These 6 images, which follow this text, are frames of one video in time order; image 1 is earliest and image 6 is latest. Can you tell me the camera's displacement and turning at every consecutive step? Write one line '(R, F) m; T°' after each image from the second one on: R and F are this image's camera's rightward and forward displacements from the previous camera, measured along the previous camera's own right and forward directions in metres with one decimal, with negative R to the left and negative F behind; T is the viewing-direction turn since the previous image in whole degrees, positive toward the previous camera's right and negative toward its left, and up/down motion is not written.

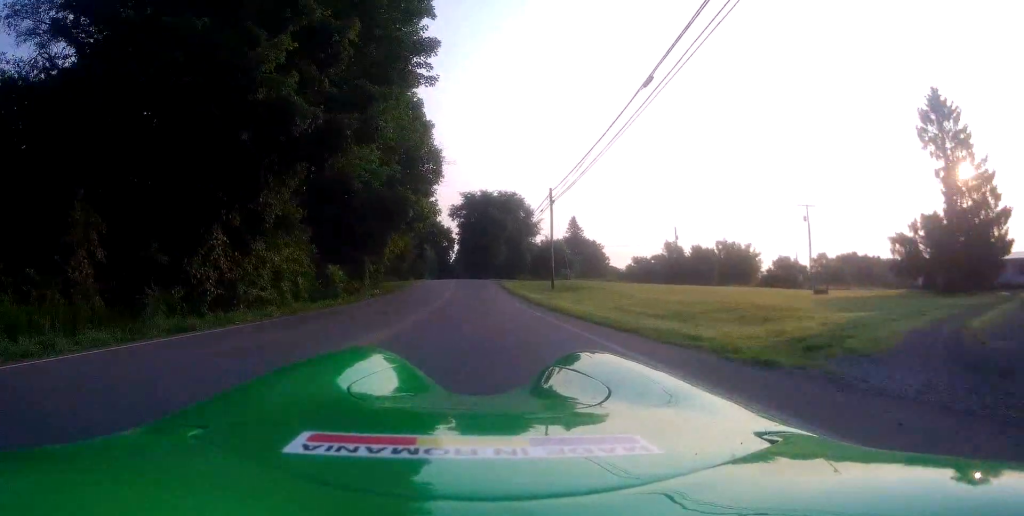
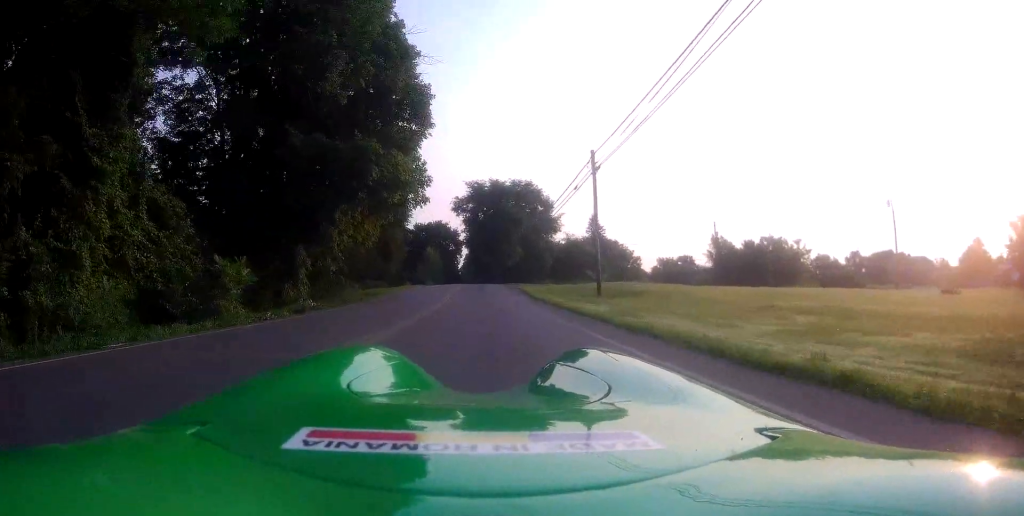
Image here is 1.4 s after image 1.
(0.0, +14.9) m; -1°
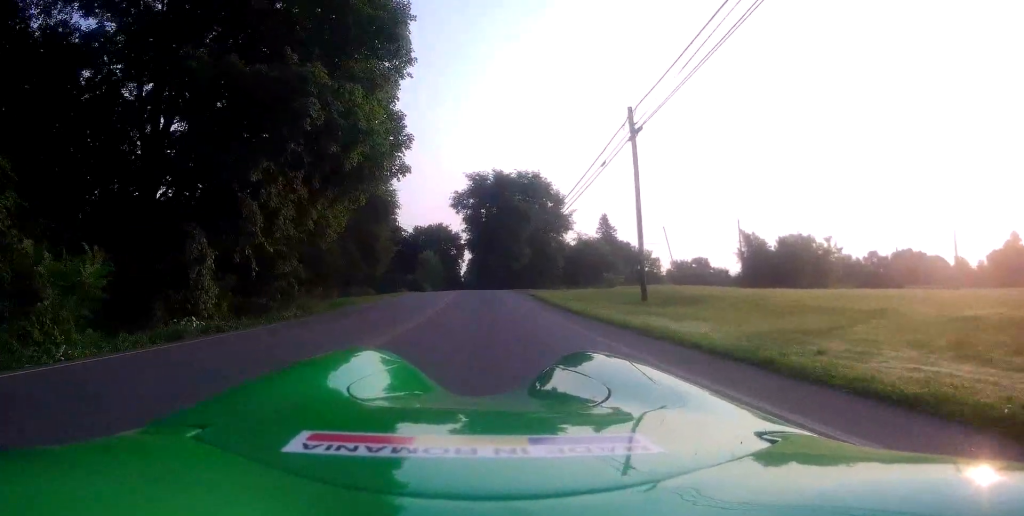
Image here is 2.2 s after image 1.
(-0.2, +8.2) m; -2°
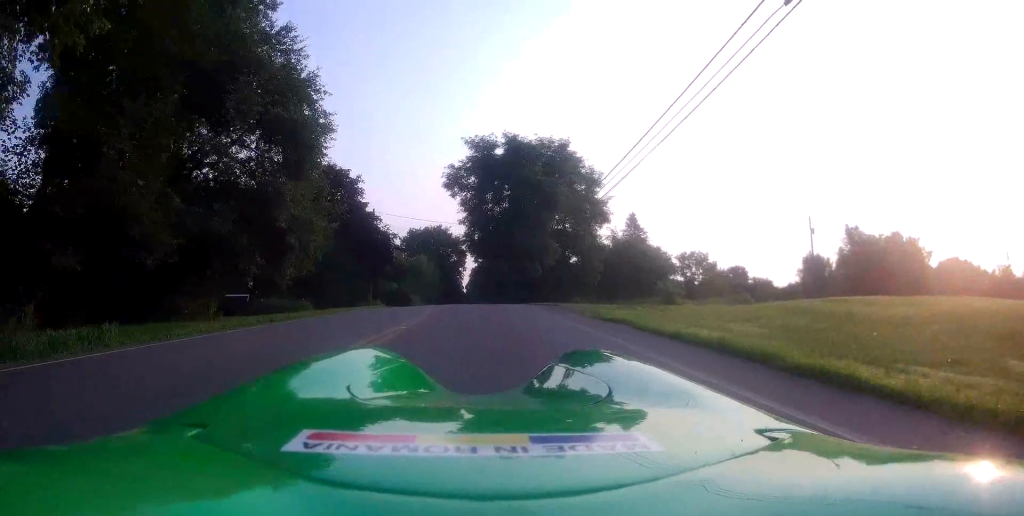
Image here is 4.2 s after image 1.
(-0.3, +19.6) m; -1°
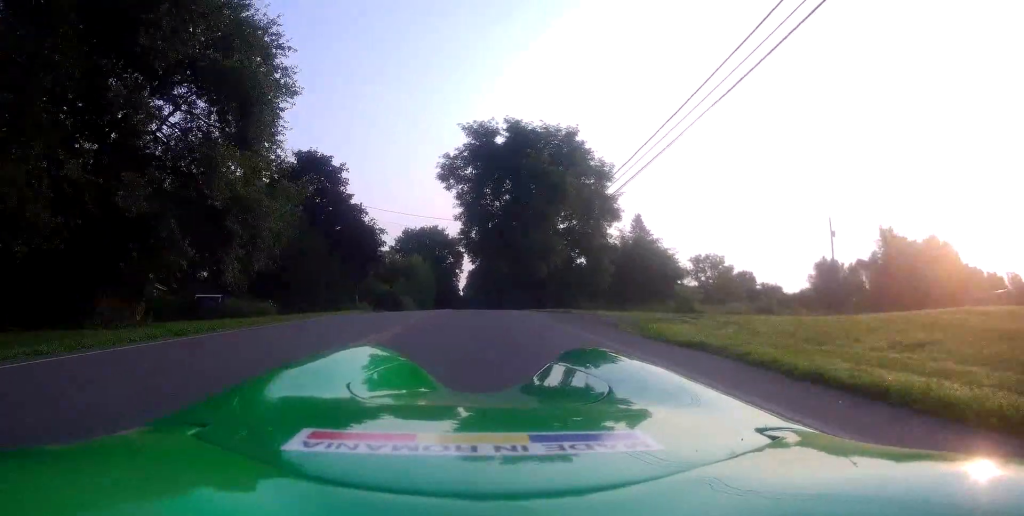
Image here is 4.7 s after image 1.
(-0.1, +5.1) m; -1°
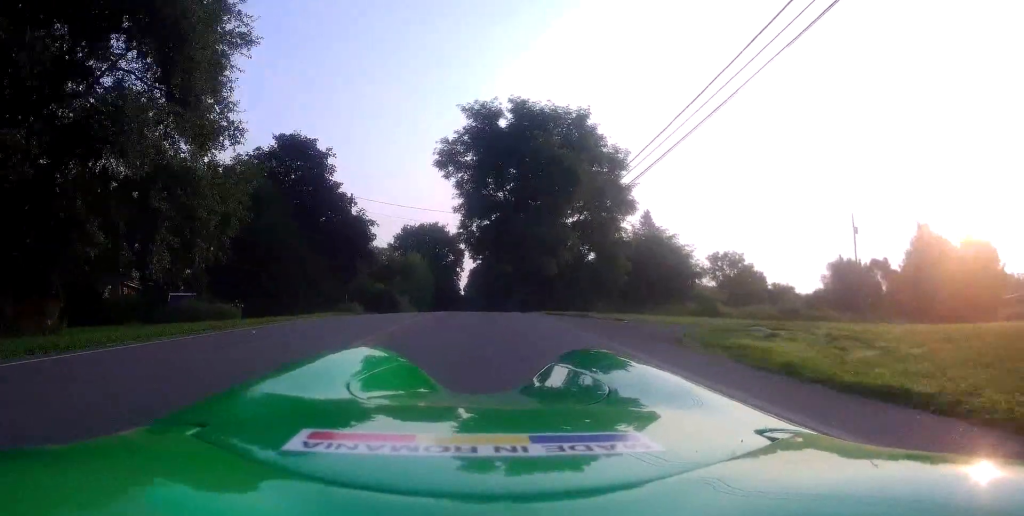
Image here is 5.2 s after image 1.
(0.0, +4.0) m; +2°
